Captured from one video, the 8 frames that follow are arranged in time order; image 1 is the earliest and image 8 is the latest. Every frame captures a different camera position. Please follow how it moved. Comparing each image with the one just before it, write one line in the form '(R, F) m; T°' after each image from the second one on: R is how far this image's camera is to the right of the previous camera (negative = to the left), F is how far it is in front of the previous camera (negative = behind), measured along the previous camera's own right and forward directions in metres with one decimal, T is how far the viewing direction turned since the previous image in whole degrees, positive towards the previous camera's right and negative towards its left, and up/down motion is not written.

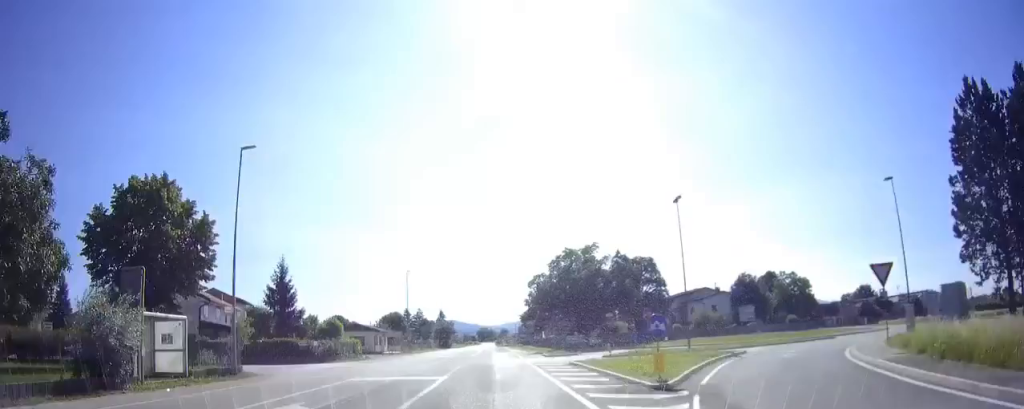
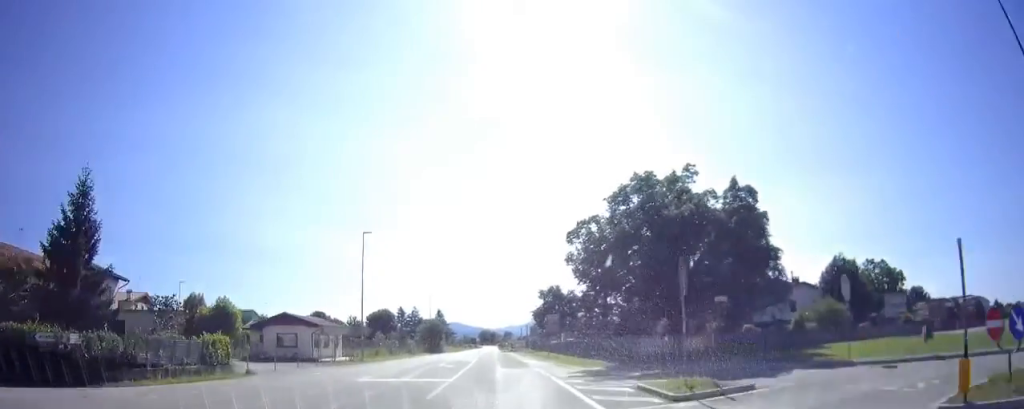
(+0.1, +24.4) m; -1°
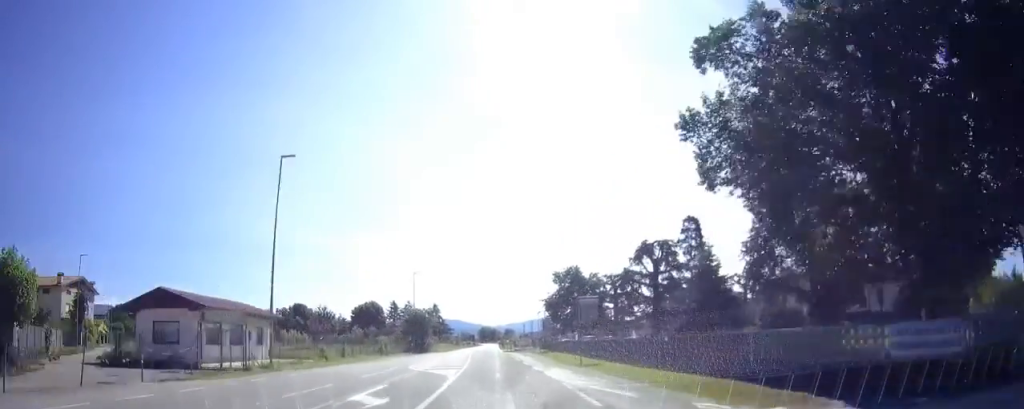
(-0.2, +17.5) m; 0°
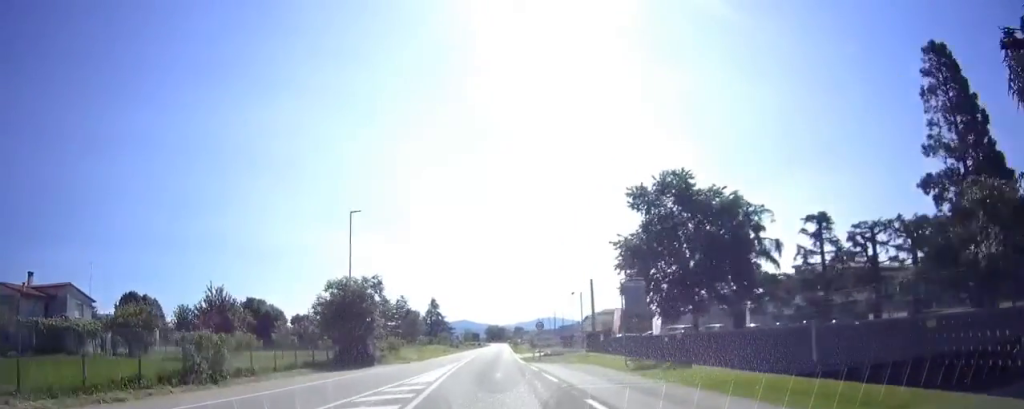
(+0.5, +33.7) m; 0°
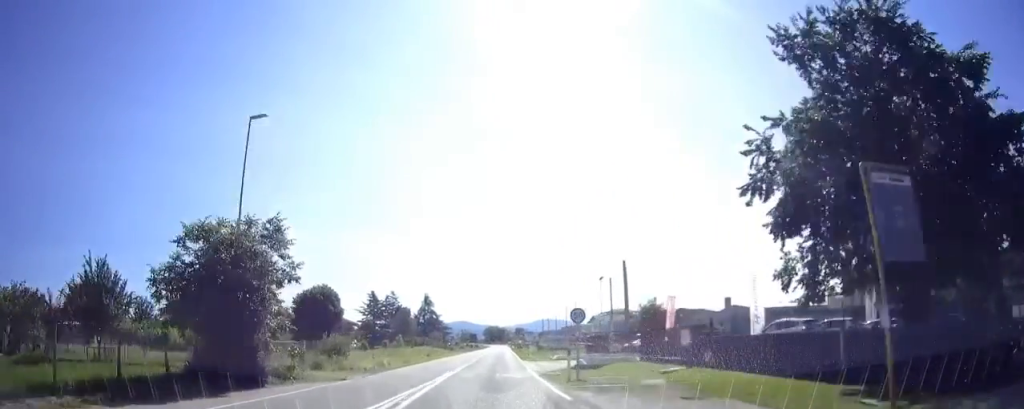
(-0.3, +16.2) m; -1°
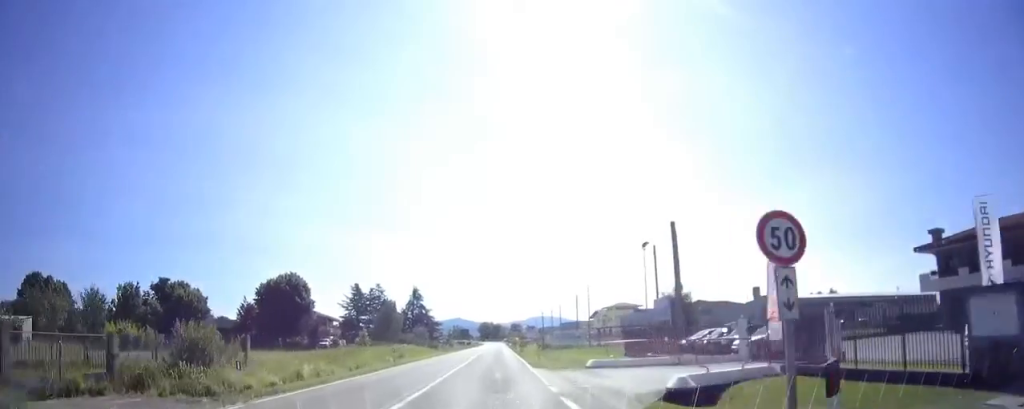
(0.0, +14.3) m; +1°
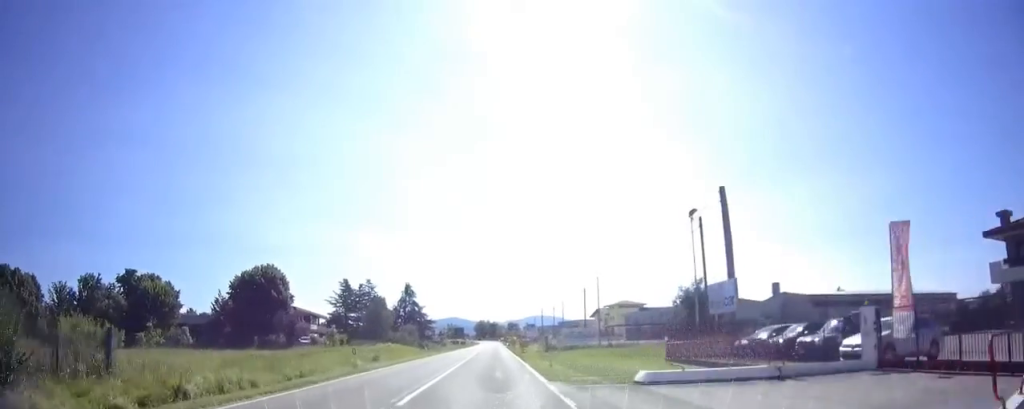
(+0.1, +8.1) m; 0°
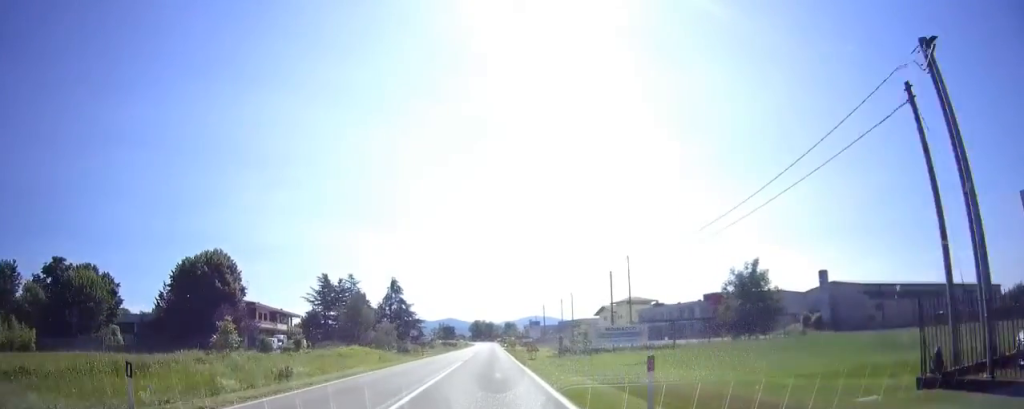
(+0.3, +15.6) m; 0°
